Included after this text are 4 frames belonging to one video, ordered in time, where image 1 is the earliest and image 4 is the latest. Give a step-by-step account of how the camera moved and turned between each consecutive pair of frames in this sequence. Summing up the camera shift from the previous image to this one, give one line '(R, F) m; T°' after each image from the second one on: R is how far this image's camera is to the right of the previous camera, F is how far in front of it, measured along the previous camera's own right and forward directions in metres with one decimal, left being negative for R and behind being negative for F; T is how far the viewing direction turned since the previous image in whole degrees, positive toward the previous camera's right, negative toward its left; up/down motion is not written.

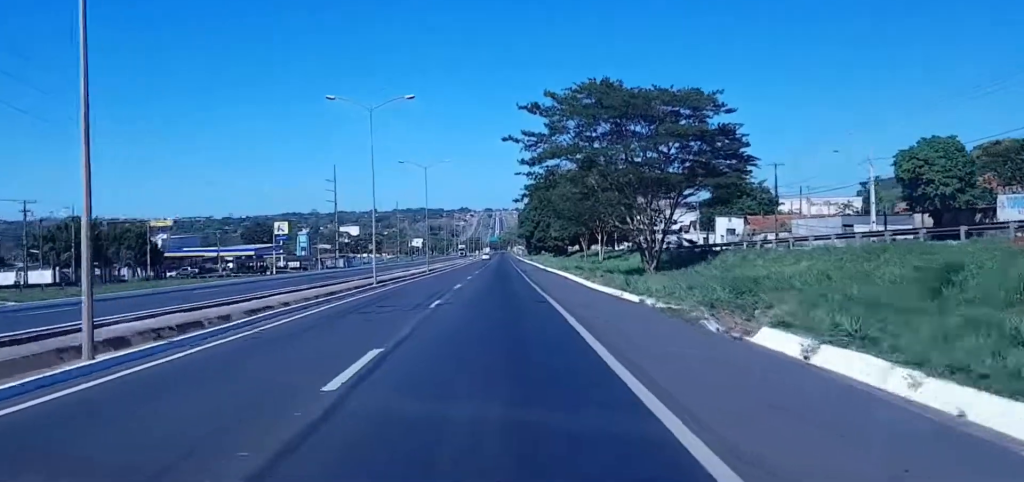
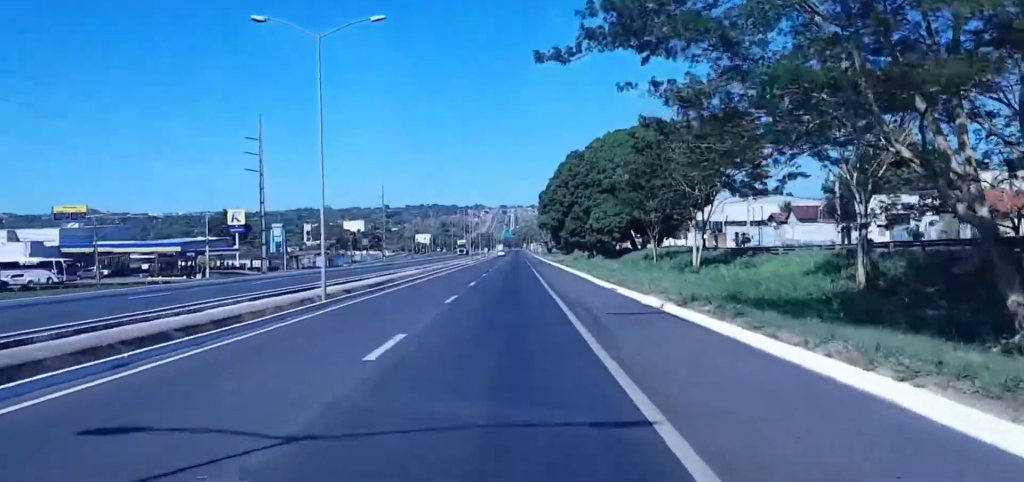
(-1.0, +49.1) m; -4°
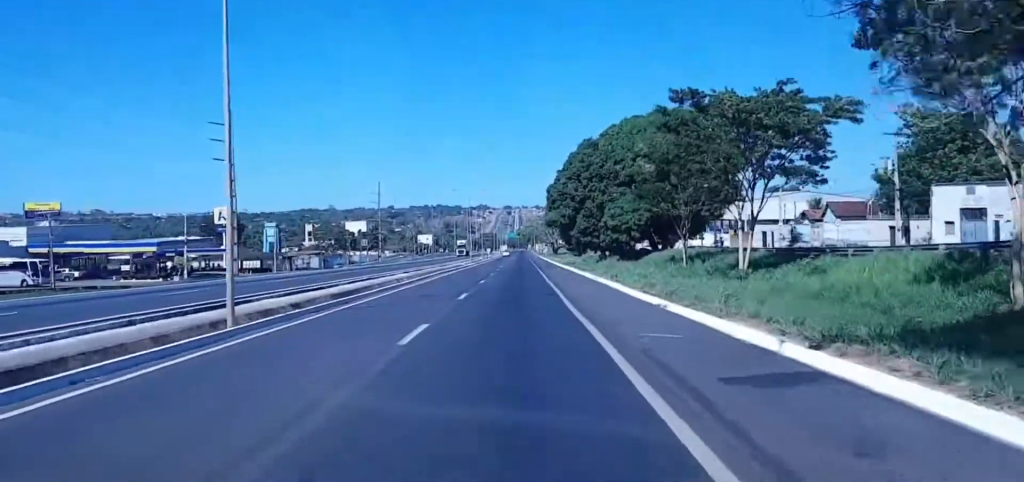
(0.0, +12.1) m; 0°
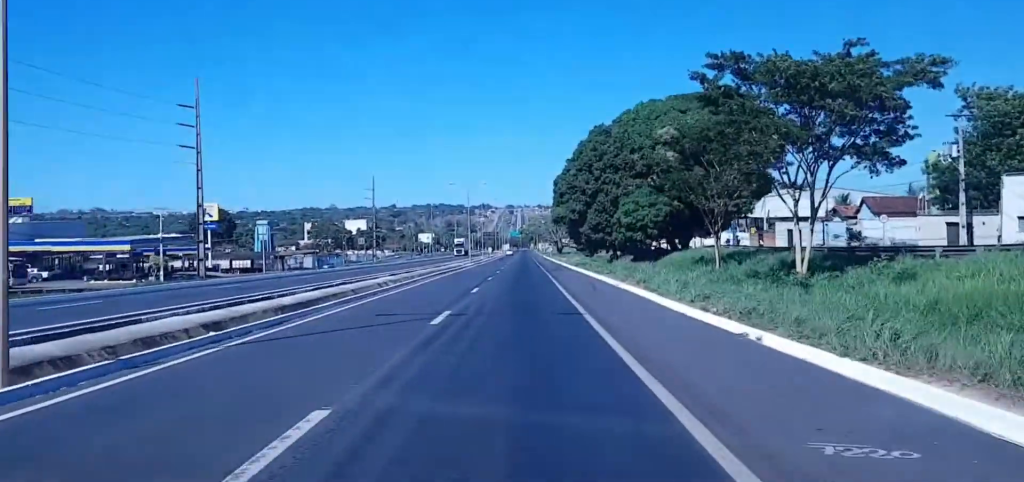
(0.0, +10.6) m; 0°
